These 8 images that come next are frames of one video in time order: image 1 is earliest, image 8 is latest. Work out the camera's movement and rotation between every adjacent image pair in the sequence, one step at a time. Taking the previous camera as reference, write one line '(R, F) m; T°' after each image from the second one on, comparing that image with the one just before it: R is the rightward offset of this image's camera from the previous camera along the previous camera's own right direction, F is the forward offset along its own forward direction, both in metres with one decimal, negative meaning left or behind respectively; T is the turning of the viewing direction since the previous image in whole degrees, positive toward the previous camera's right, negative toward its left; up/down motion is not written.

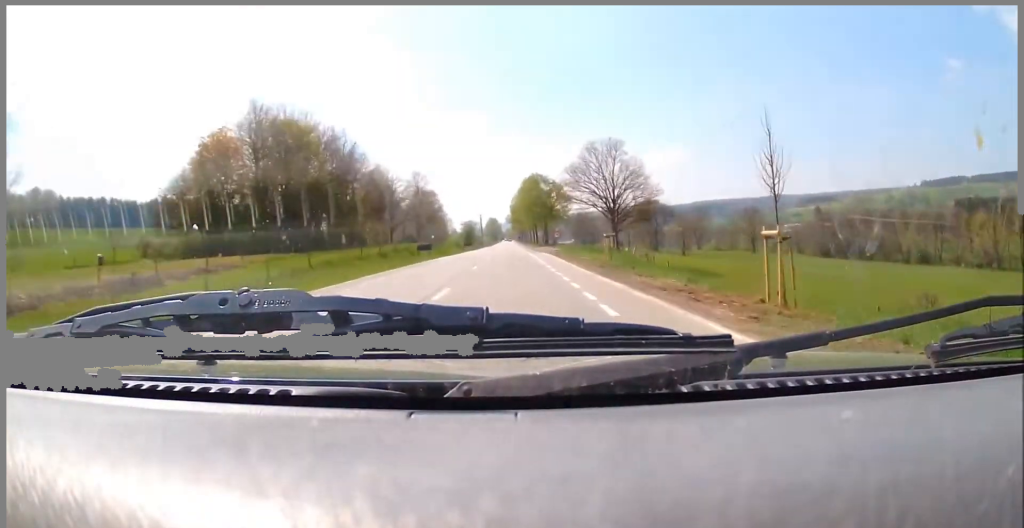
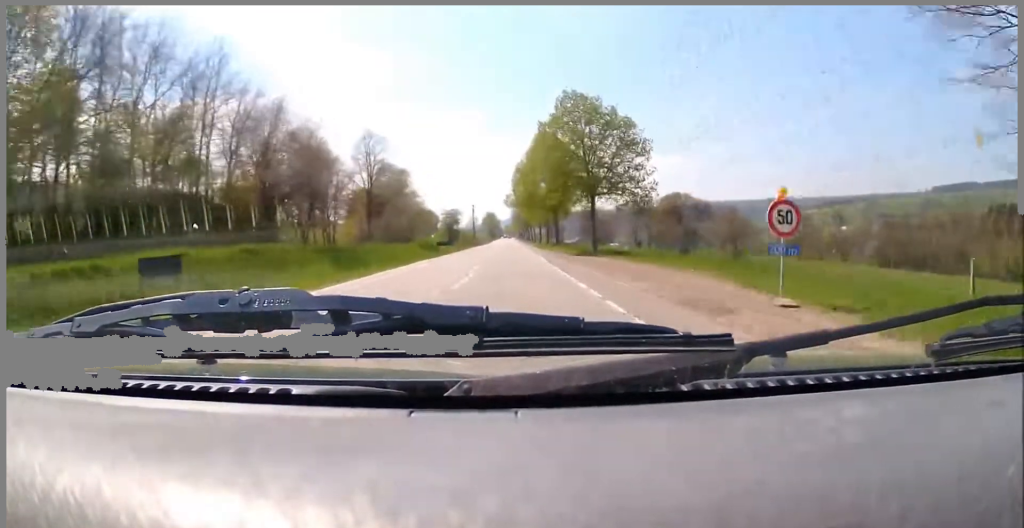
(-0.9, +51.5) m; -1°
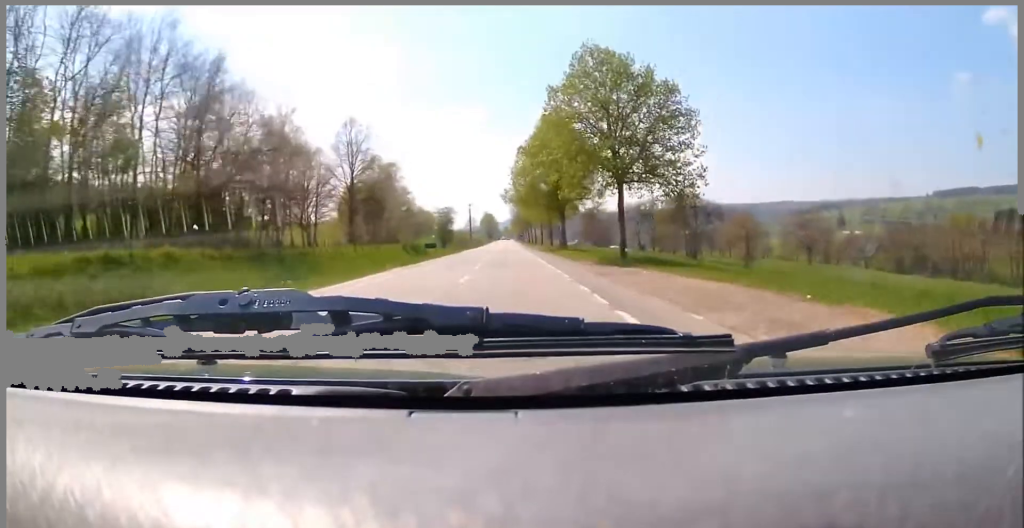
(-0.2, +10.7) m; +1°
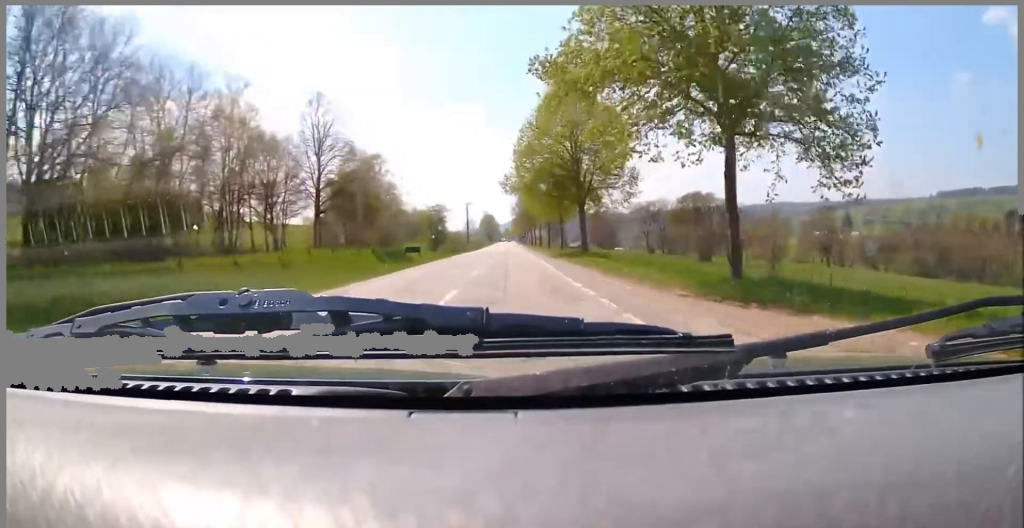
(+0.5, +15.8) m; 0°
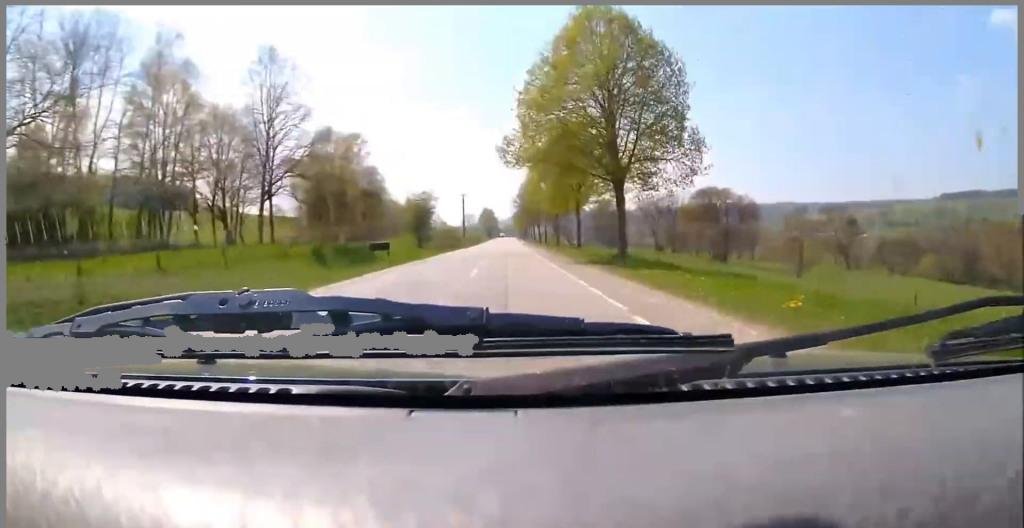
(+0.2, +15.8) m; 0°
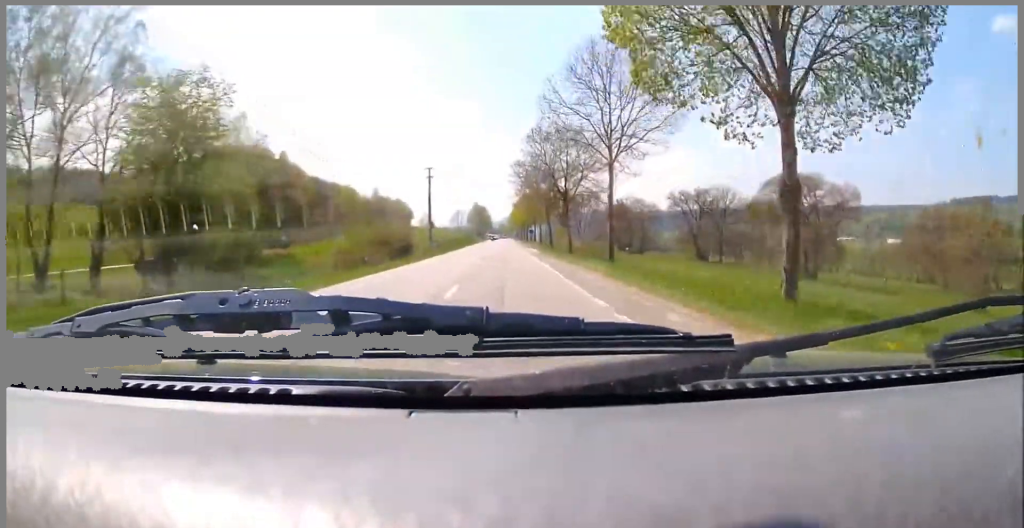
(+0.6, +61.0) m; +2°
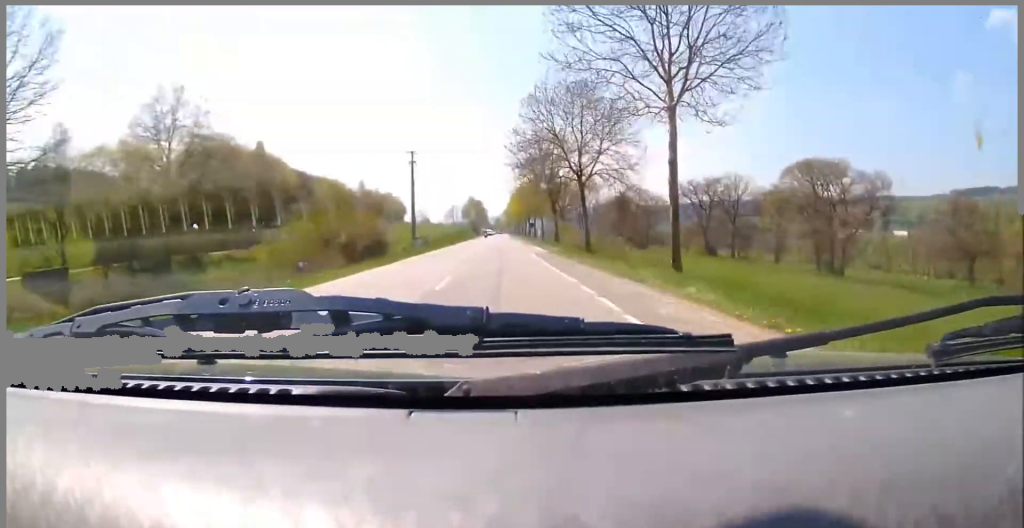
(0.0, +13.0) m; 0°
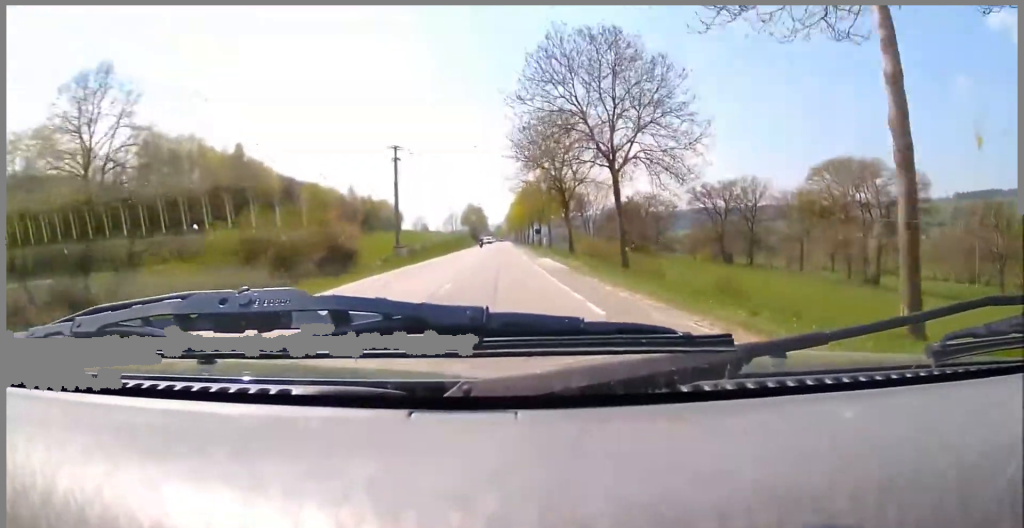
(+0.2, +12.2) m; 0°
